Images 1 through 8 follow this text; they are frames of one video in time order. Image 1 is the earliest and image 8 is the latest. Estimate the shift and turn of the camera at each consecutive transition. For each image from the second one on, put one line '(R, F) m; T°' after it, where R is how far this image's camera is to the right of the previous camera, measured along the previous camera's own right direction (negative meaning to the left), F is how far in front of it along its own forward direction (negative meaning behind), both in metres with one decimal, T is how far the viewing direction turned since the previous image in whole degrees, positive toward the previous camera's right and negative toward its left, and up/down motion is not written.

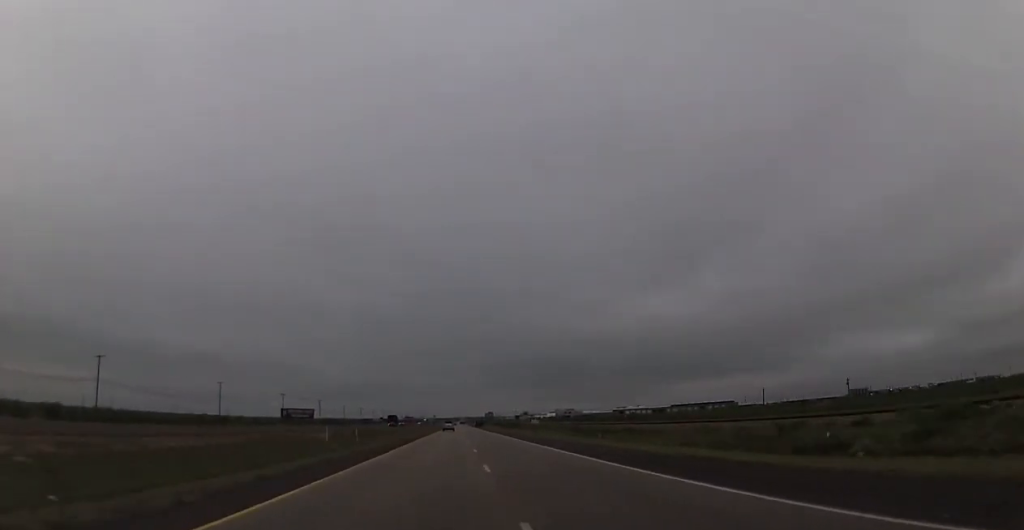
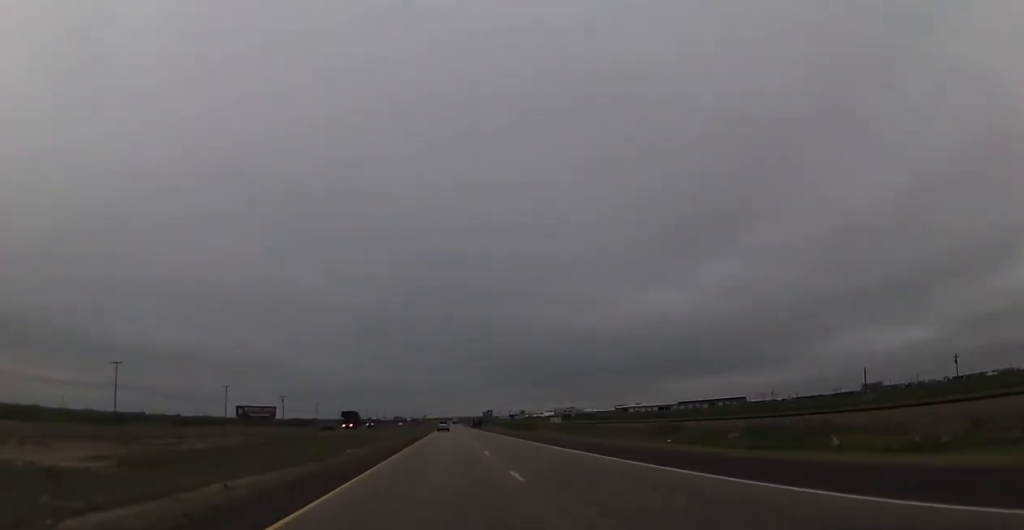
(-0.1, +51.9) m; 0°
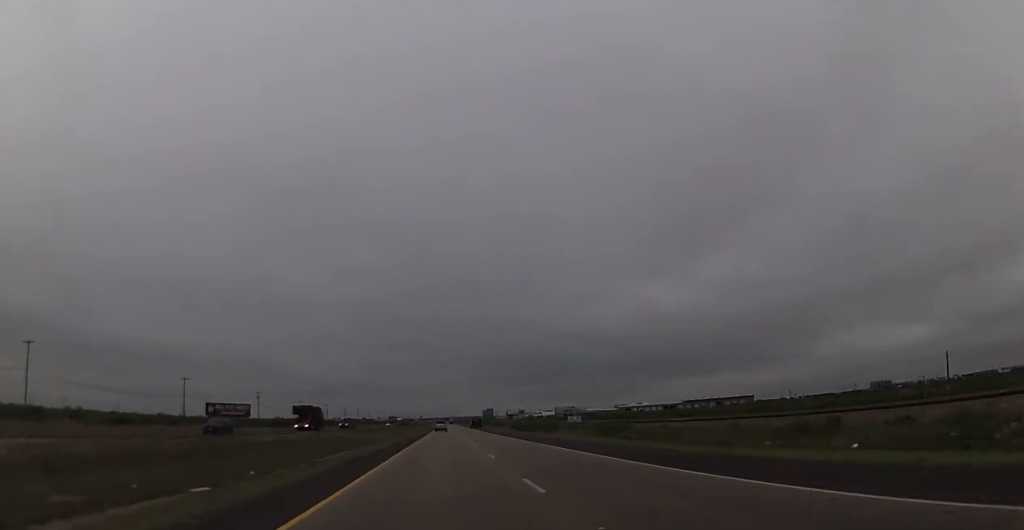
(0.0, +27.1) m; 0°
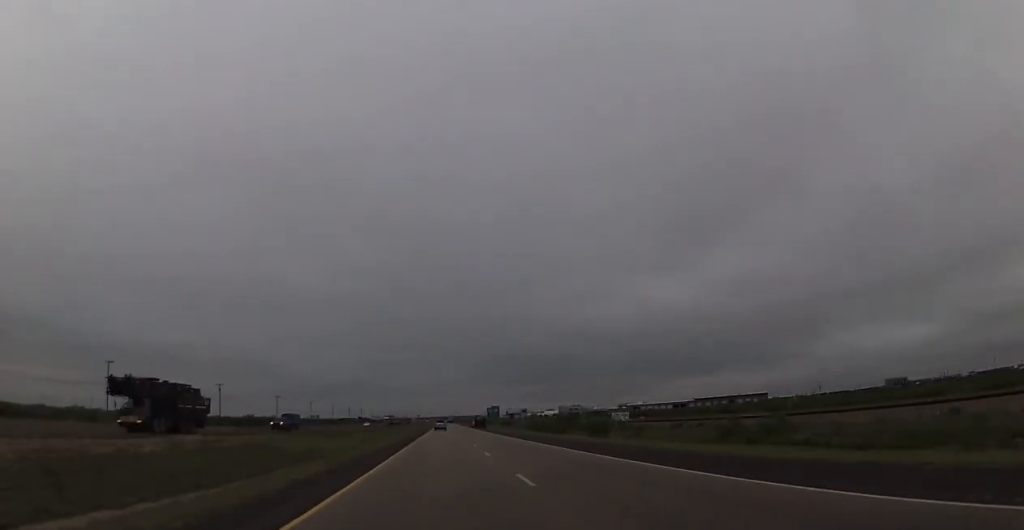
(+0.2, +35.5) m; +1°
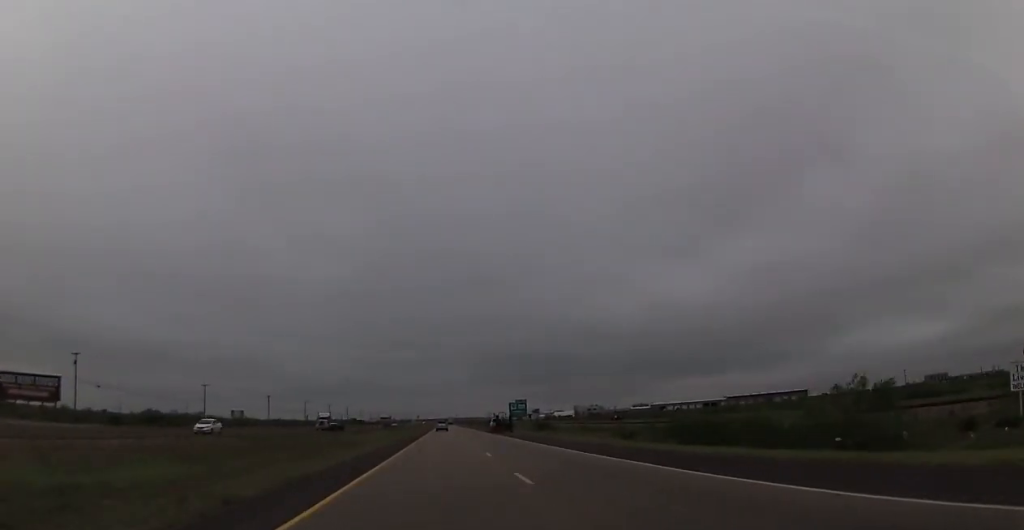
(+1.0, +73.6) m; 0°
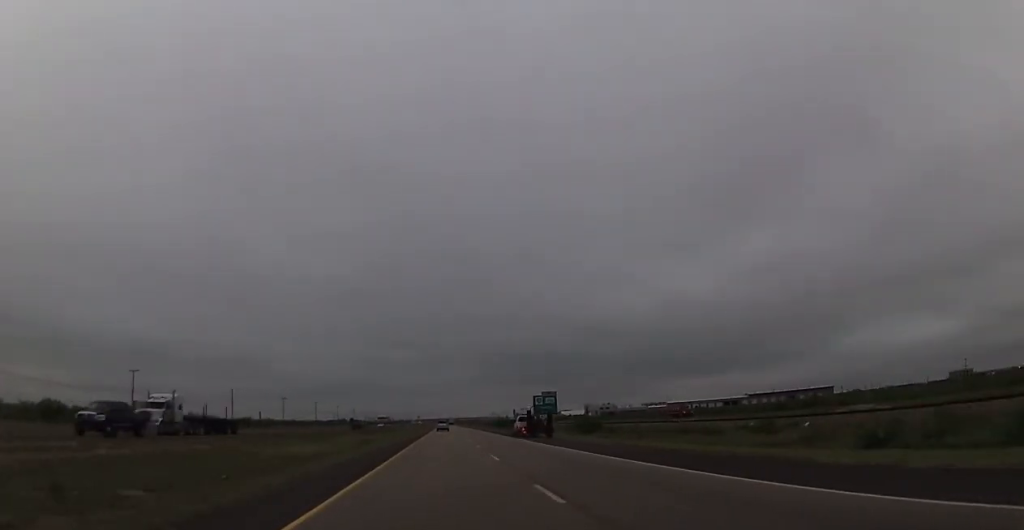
(-0.4, +40.2) m; 0°
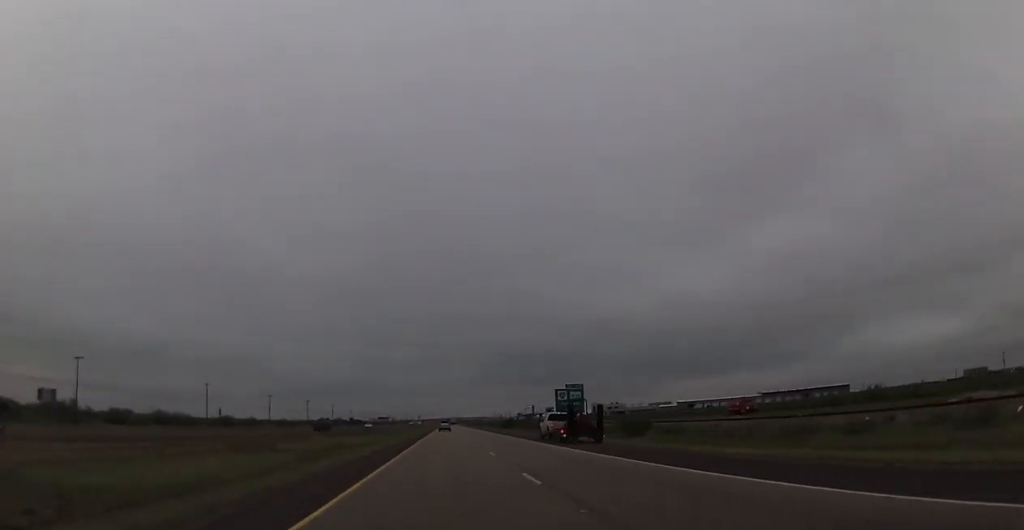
(+0.3, +21.2) m; 0°
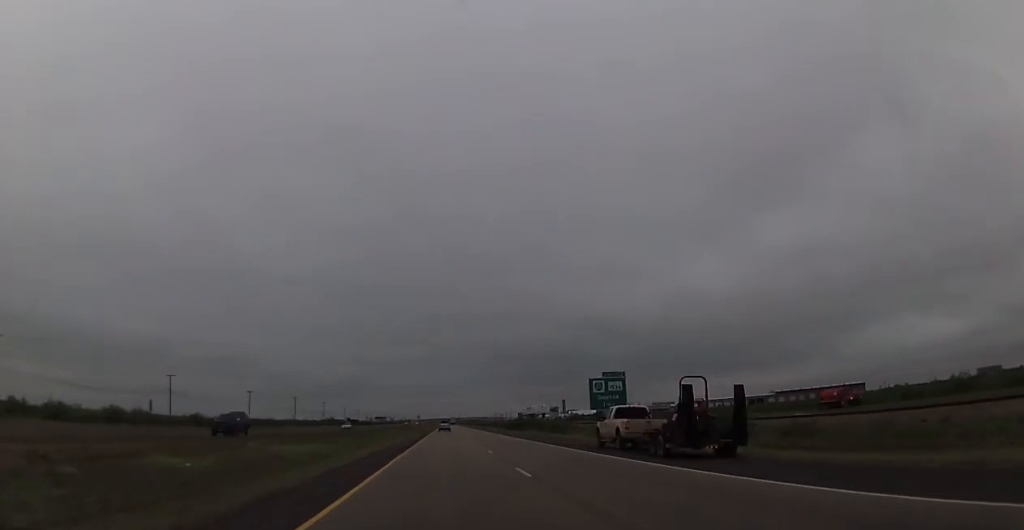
(-0.2, +22.4) m; 0°
